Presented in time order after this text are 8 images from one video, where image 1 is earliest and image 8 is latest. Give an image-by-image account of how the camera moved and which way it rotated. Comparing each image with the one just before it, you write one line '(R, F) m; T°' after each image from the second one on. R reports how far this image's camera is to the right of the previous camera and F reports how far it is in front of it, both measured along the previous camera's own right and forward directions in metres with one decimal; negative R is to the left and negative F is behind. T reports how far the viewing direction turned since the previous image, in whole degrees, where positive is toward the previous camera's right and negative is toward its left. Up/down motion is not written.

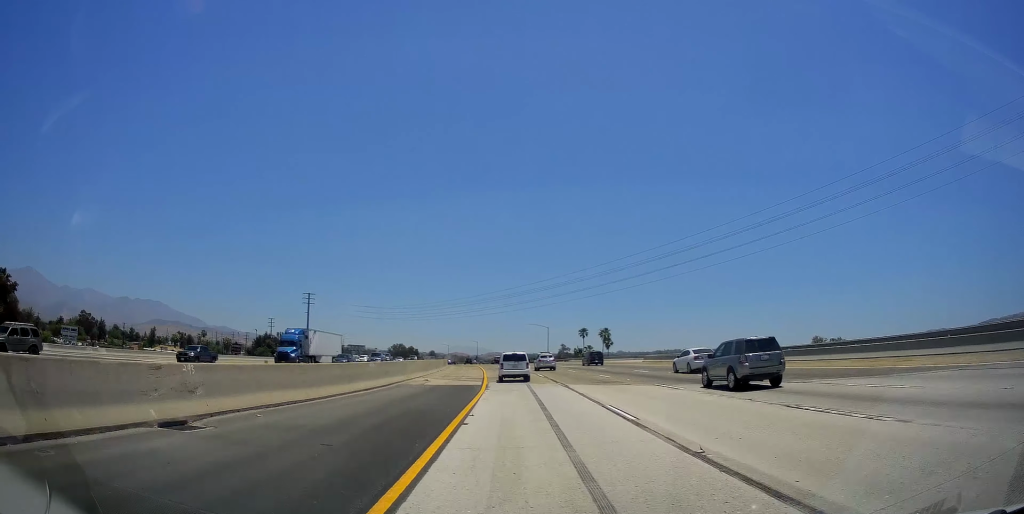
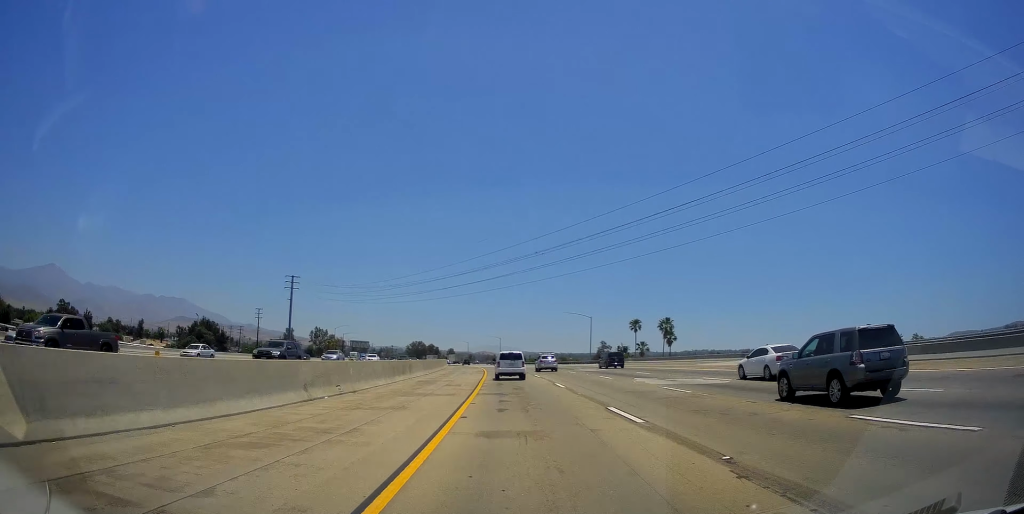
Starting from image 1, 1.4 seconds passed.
(-0.3, +44.2) m; -1°
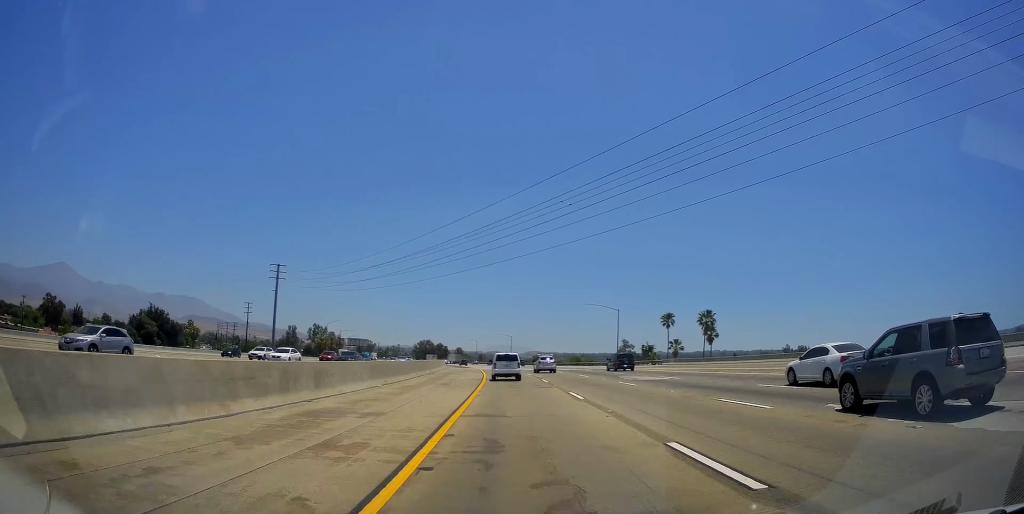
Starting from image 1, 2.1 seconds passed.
(-0.1, +21.2) m; -1°
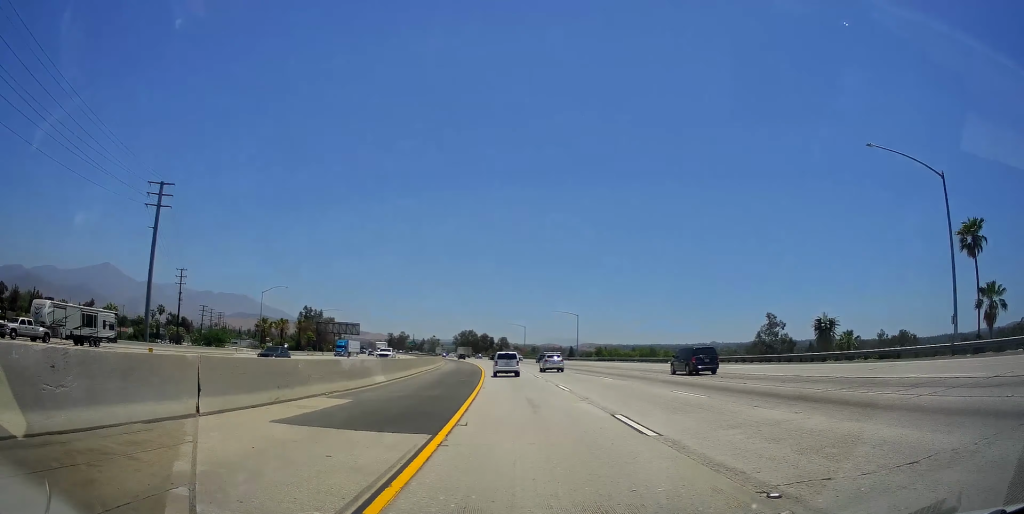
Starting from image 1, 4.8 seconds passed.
(-4.6, +80.8) m; -6°
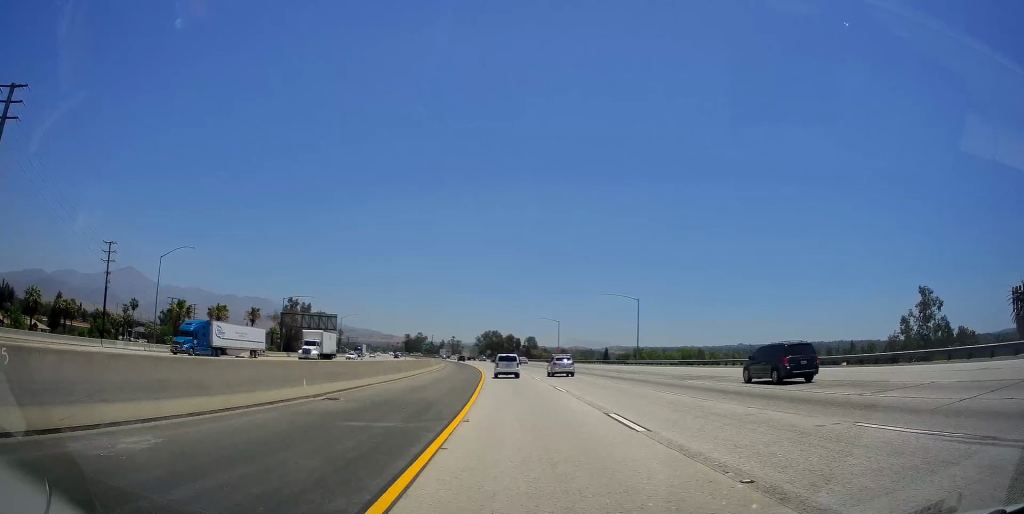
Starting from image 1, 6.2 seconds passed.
(-0.7, +43.5) m; -2°
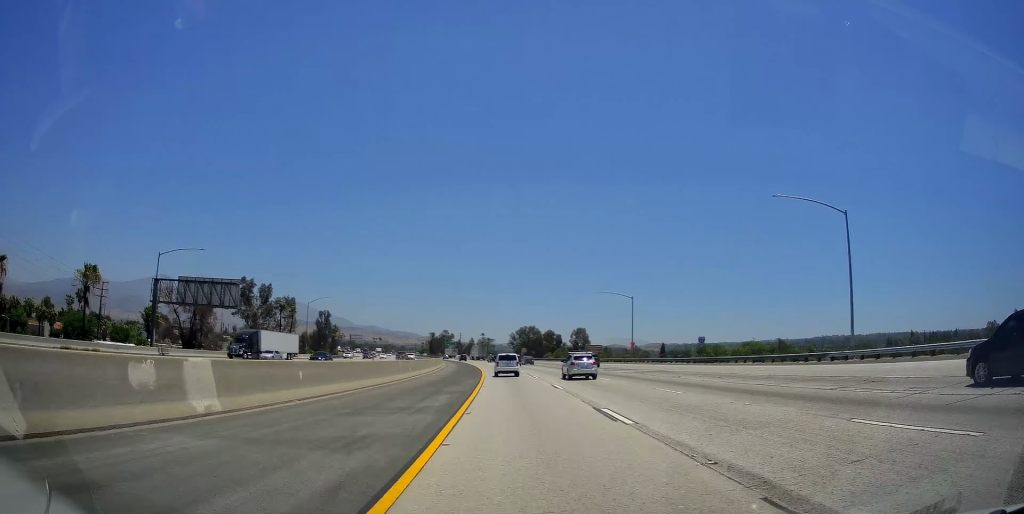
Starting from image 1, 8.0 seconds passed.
(-1.5, +54.5) m; -4°
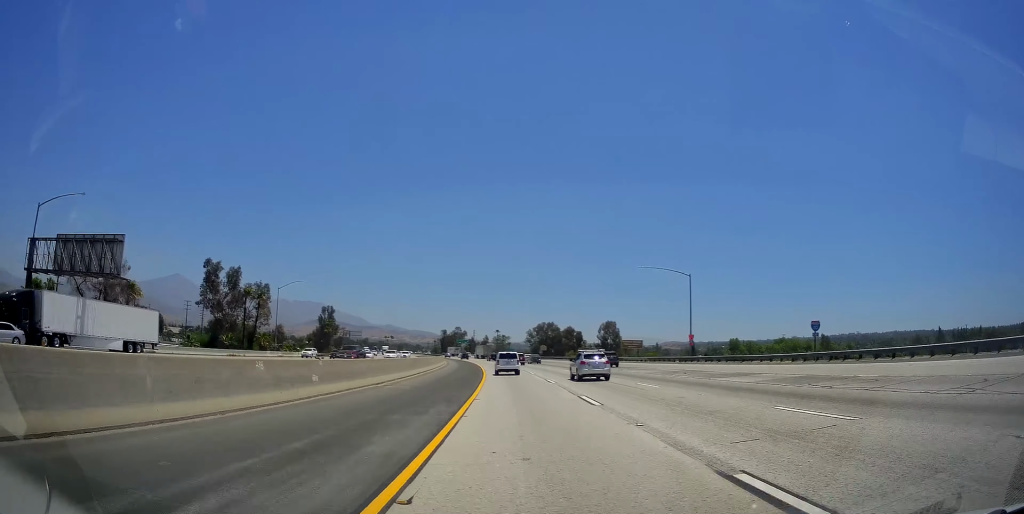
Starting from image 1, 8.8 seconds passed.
(-0.4, +23.2) m; -2°
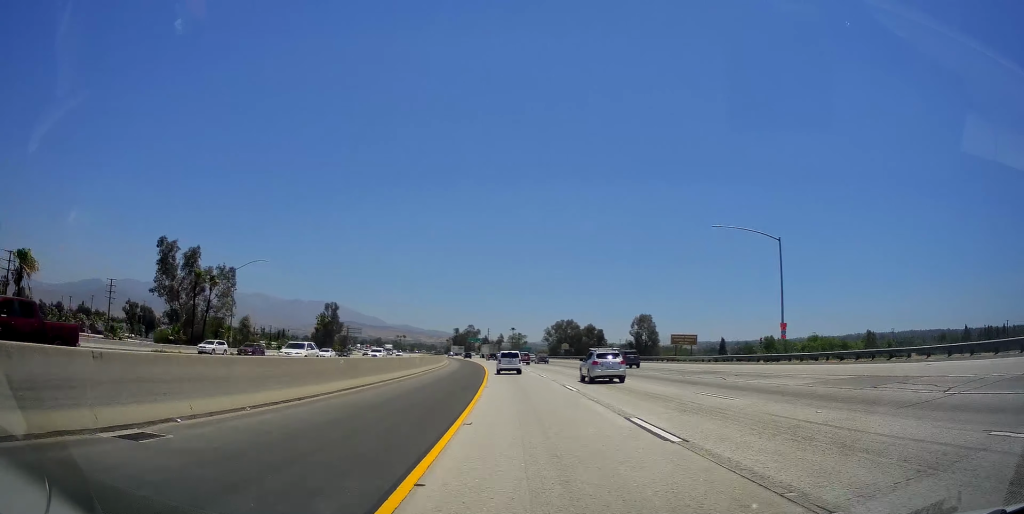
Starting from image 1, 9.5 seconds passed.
(-0.1, +22.1) m; -2°
